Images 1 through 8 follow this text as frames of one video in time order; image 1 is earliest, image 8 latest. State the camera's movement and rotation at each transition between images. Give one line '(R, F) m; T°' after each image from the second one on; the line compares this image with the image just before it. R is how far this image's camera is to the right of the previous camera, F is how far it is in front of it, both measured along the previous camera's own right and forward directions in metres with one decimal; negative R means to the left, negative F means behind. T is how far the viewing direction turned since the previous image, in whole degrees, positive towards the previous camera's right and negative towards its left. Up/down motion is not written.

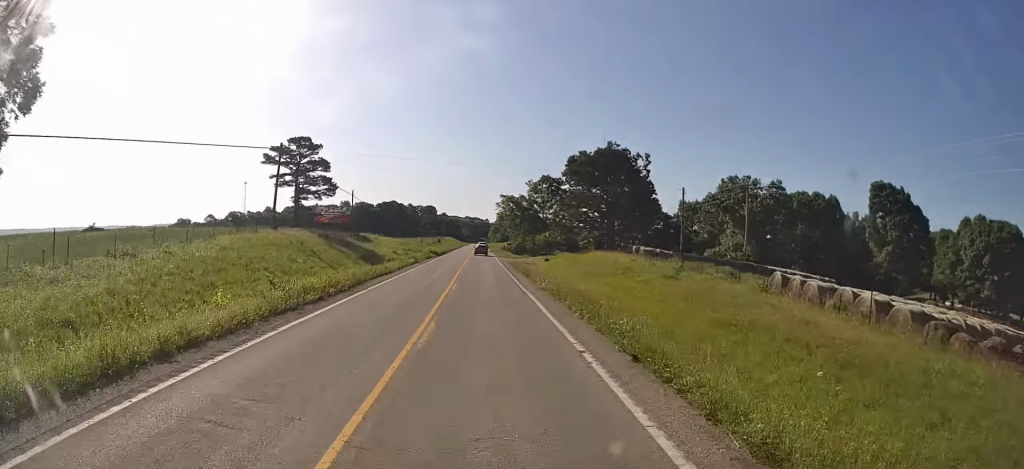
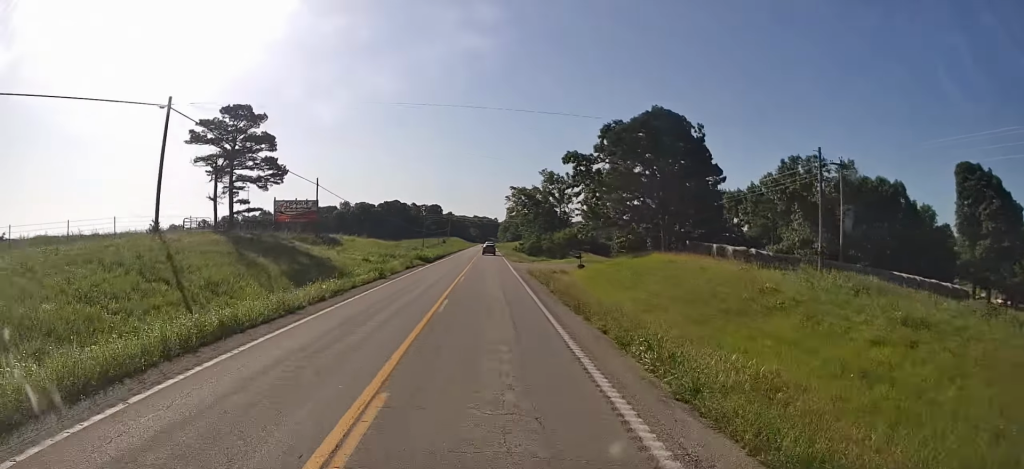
(0.0, +19.4) m; 0°
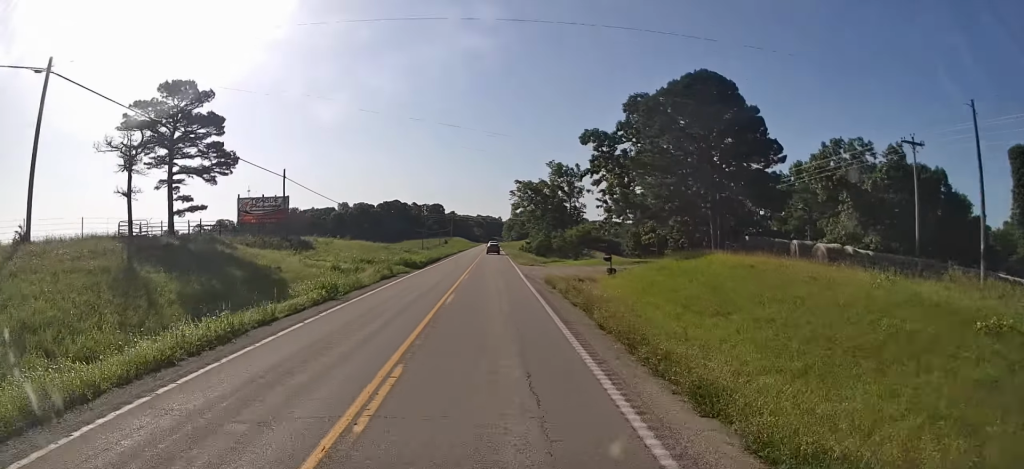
(0.0, +10.6) m; 0°
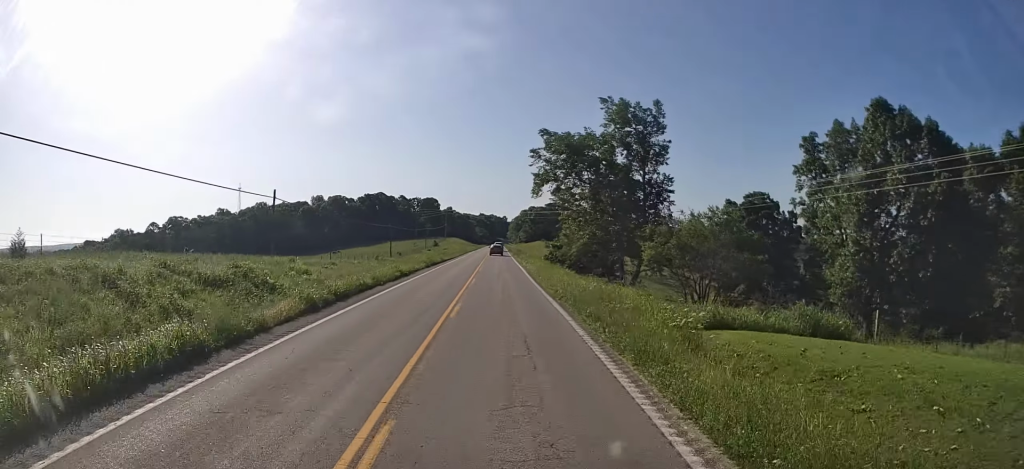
(-0.5, +51.9) m; -1°
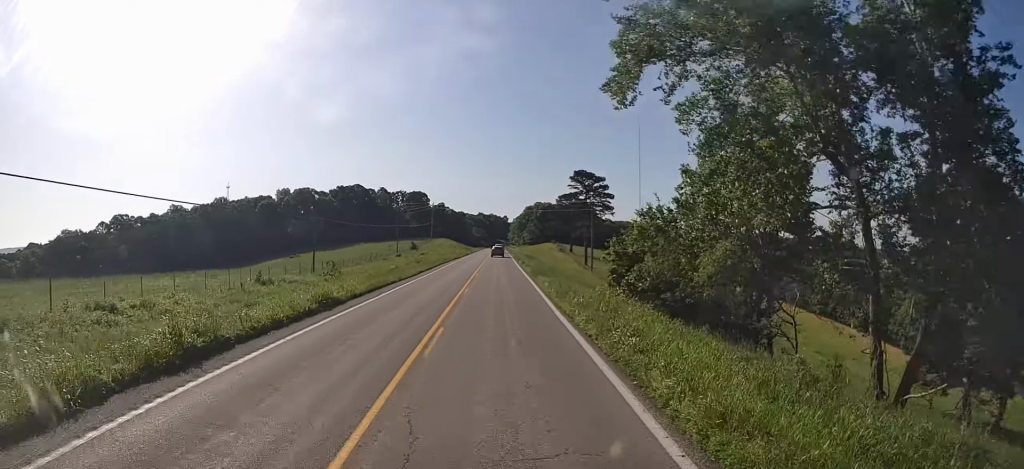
(+0.4, +41.7) m; +1°
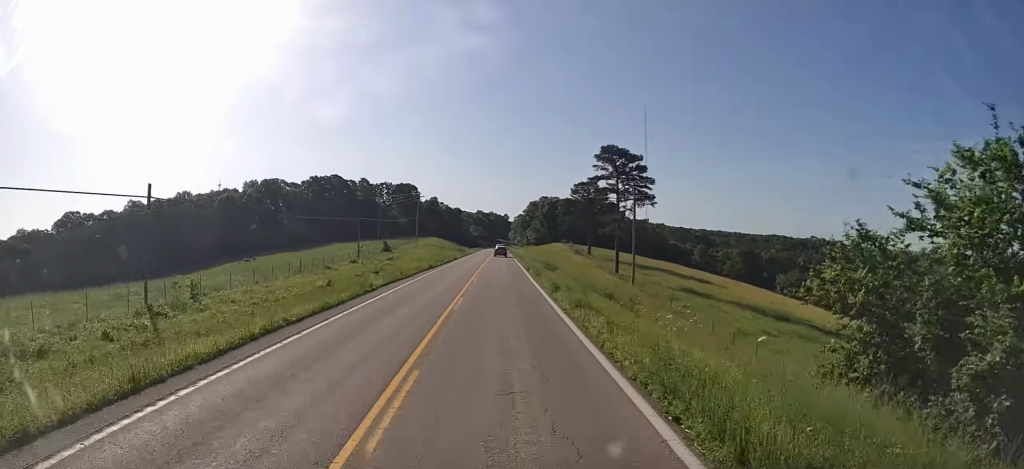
(-0.3, +29.3) m; 0°
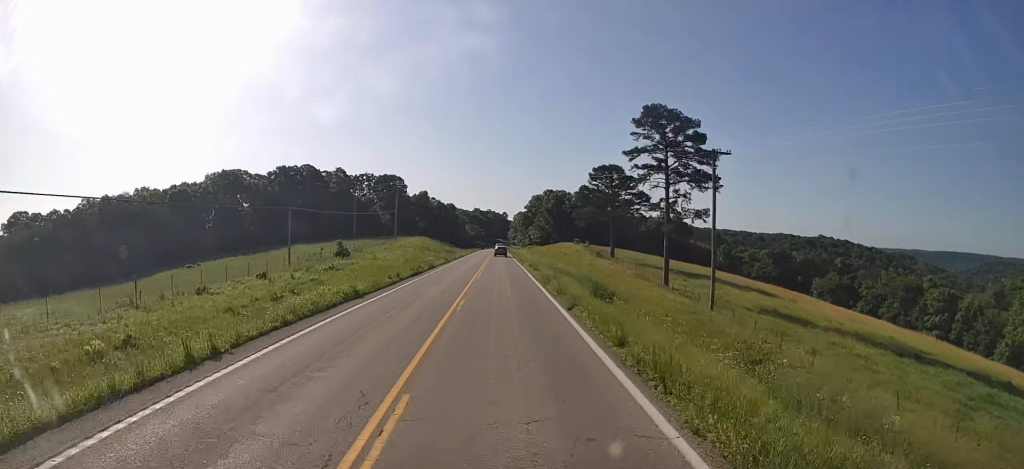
(+0.1, +25.4) m; 0°
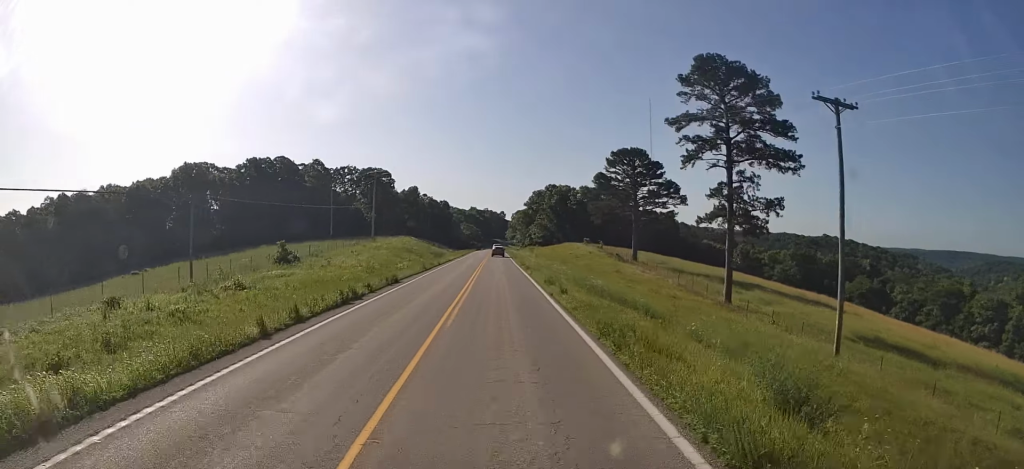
(0.0, +17.0) m; 0°
